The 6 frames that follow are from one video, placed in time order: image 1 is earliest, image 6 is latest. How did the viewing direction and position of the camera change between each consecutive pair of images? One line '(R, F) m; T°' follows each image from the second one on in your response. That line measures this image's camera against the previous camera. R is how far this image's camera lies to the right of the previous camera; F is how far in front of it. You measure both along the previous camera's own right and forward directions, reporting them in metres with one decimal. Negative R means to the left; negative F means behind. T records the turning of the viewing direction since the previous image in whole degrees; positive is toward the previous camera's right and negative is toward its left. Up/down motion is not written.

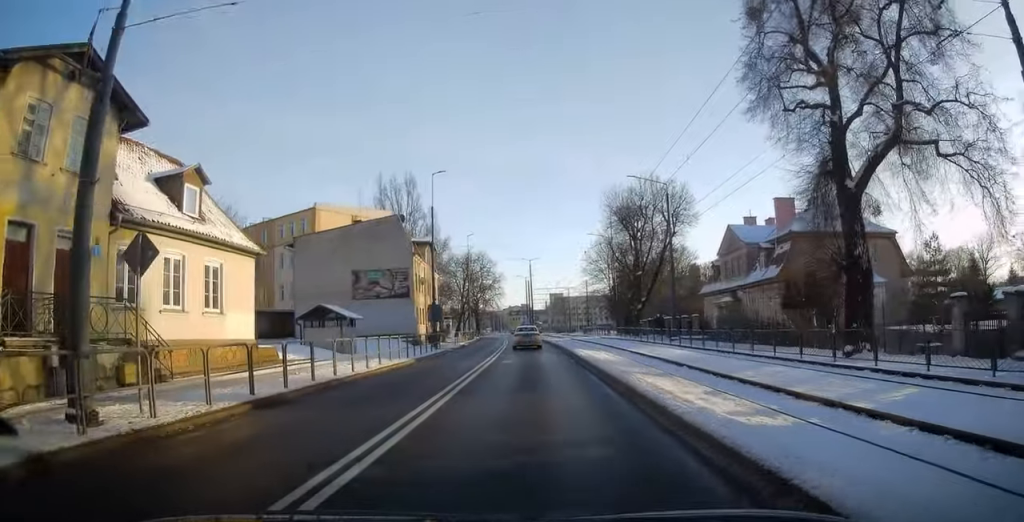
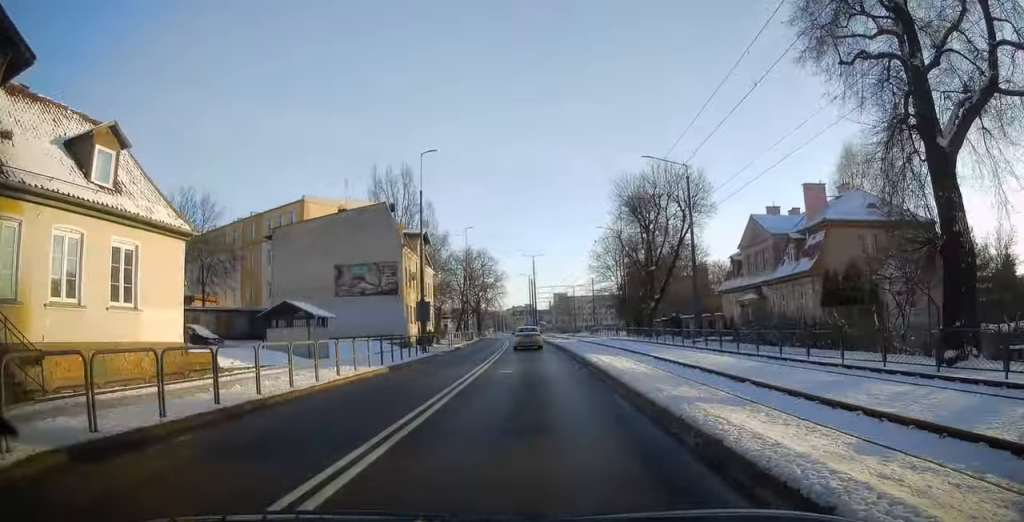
(0.0, +5.4) m; 0°
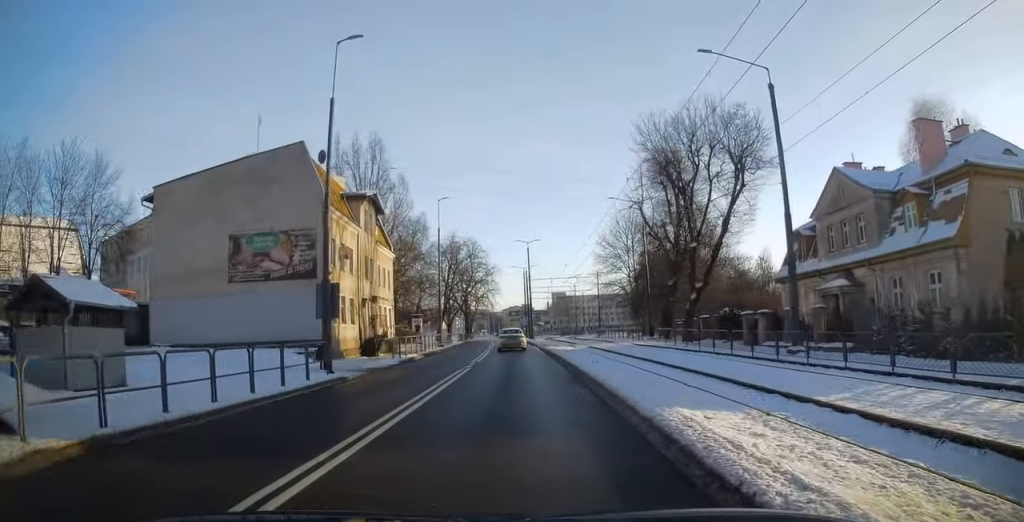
(0.0, +16.1) m; -1°
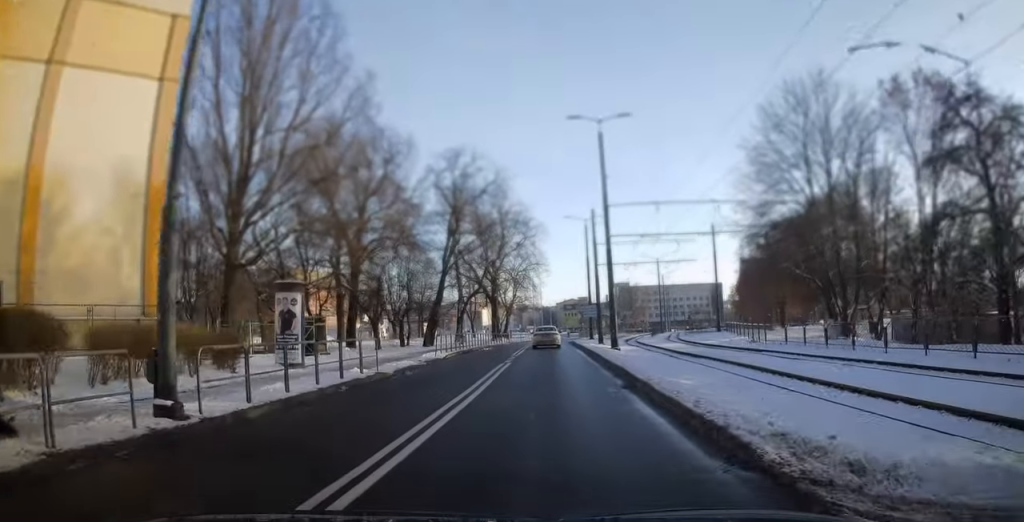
(-1.4, +42.3) m; -4°
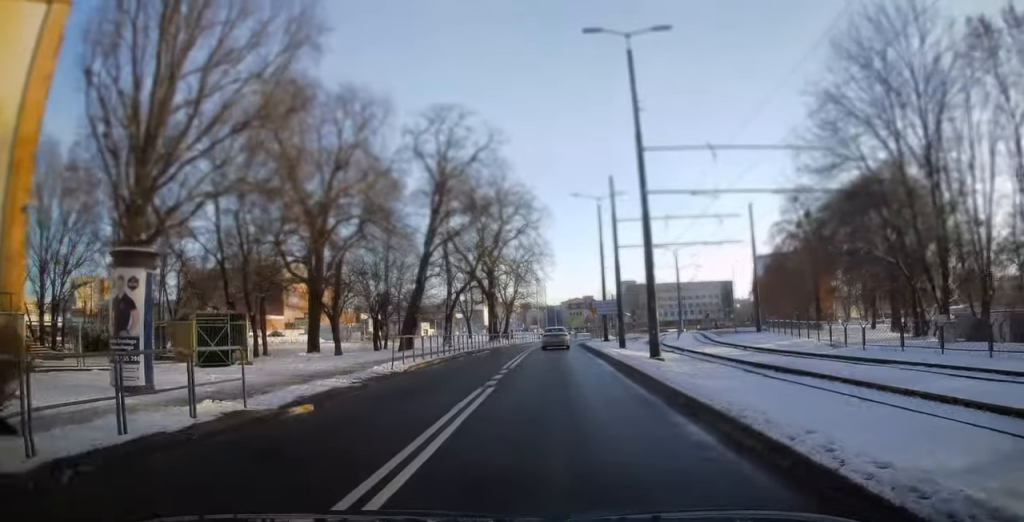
(0.0, +9.7) m; -1°
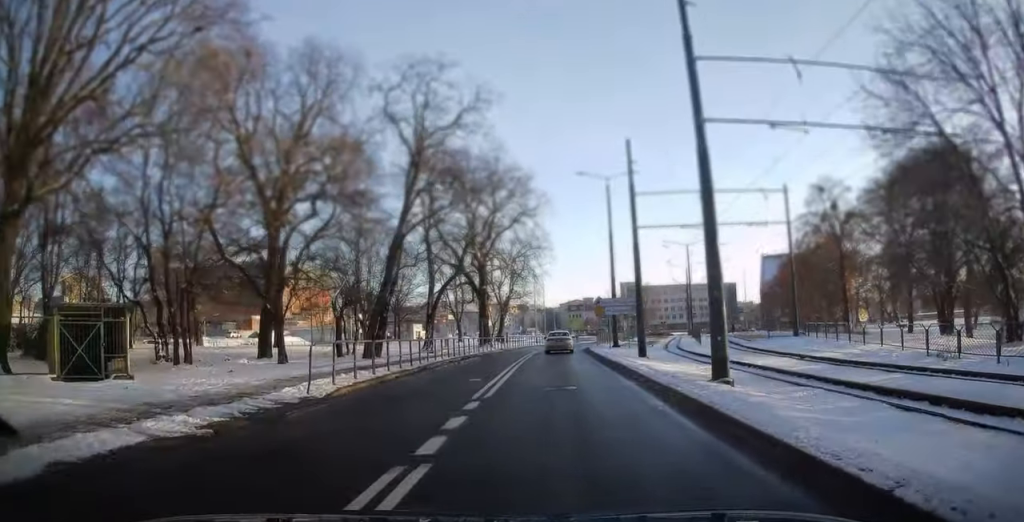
(0.0, +7.7) m; 0°
